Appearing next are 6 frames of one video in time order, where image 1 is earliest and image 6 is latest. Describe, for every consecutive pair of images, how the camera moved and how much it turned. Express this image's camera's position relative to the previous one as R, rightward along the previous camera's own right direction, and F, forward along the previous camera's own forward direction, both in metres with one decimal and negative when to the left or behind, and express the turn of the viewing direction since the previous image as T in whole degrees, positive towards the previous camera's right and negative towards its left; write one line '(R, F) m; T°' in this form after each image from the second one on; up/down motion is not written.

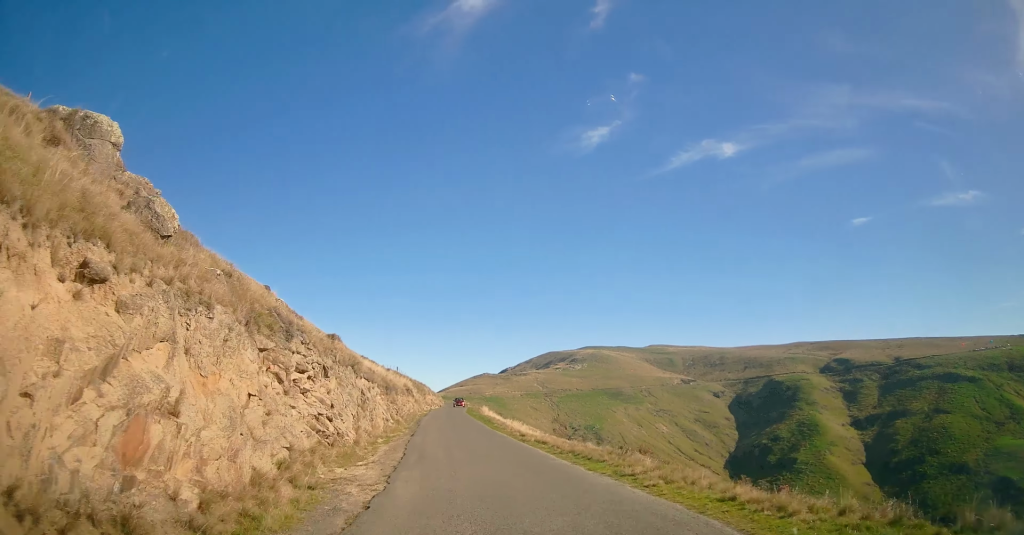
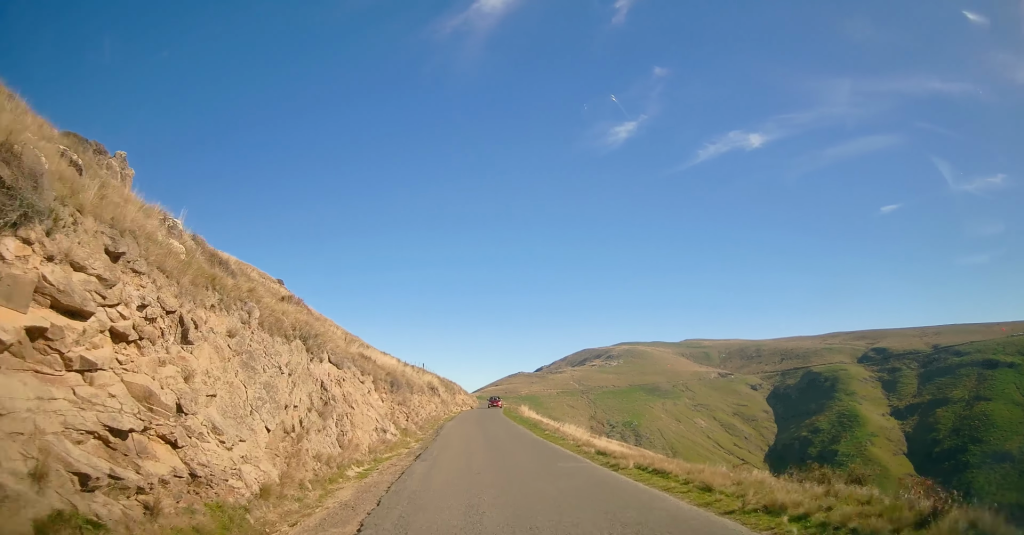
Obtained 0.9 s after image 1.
(-0.5, +10.1) m; -6°
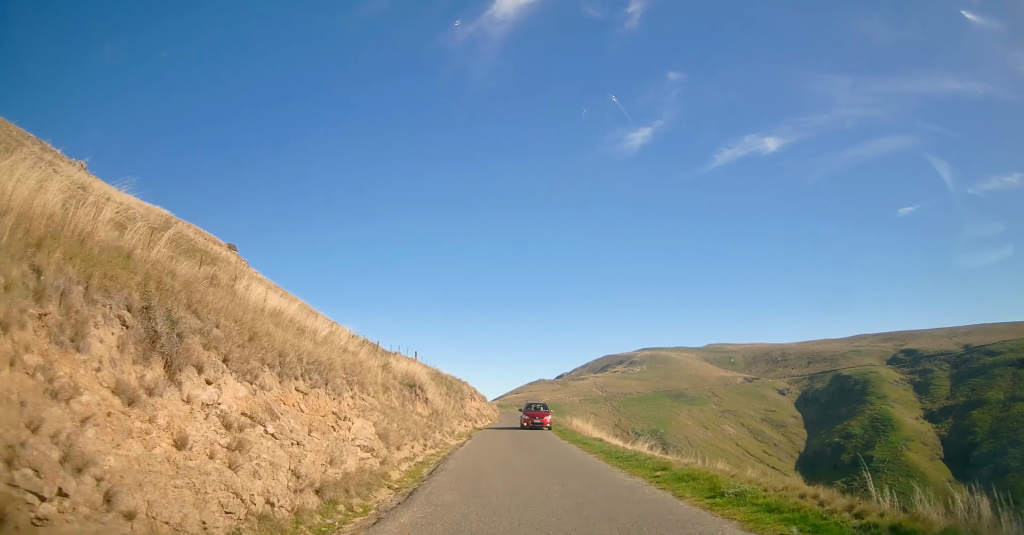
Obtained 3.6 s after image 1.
(-2.6, +25.9) m; -8°
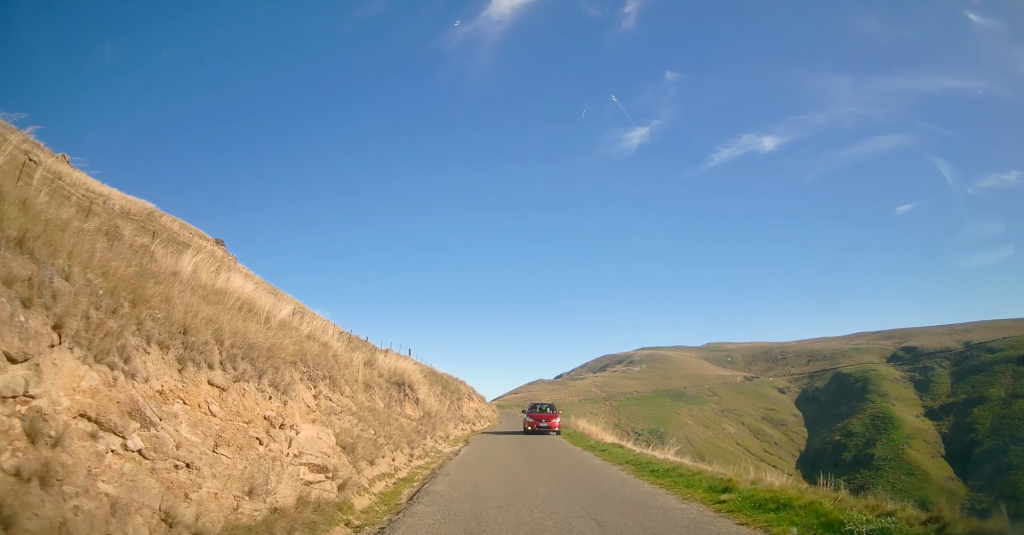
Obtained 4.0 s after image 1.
(0.0, +3.1) m; 0°
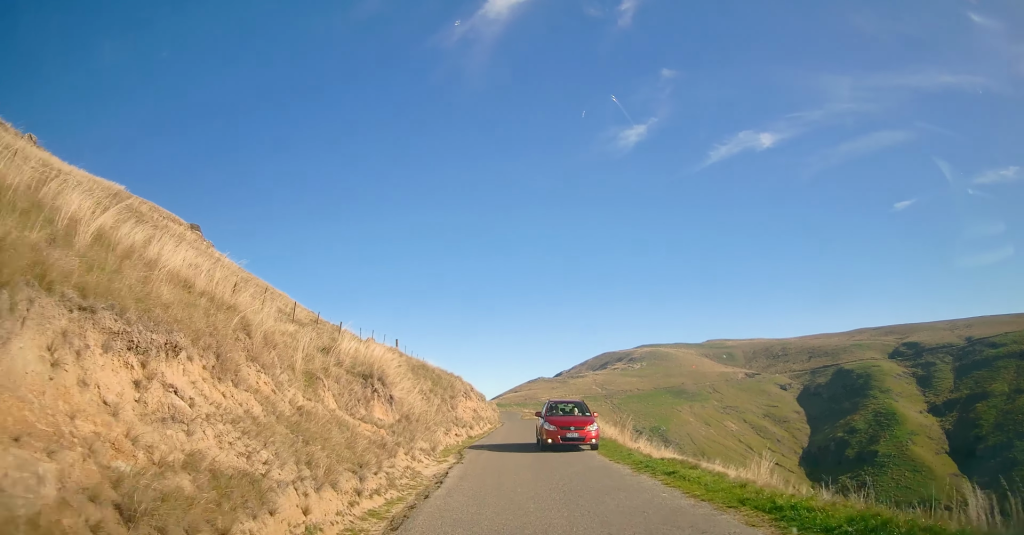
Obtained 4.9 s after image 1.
(-0.1, +6.3) m; -1°
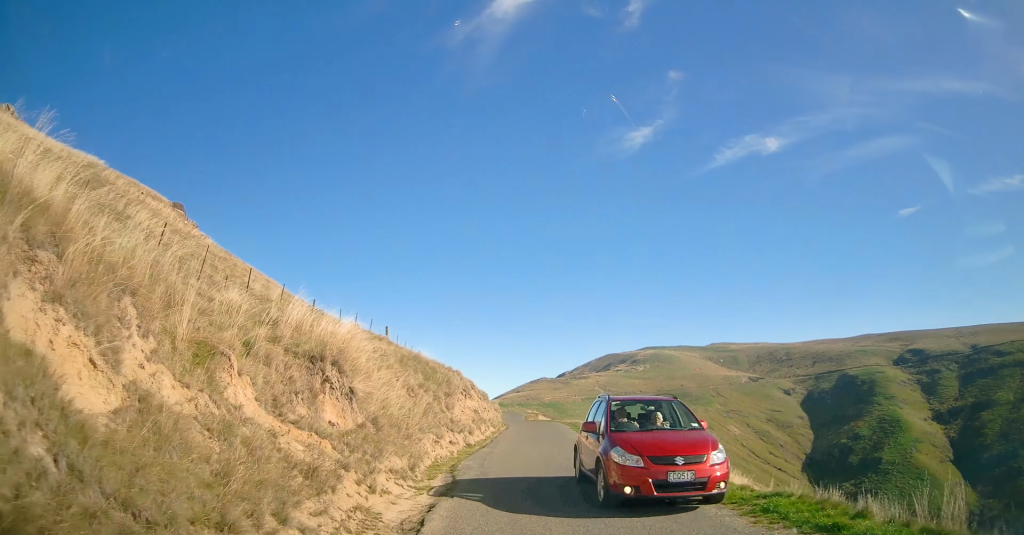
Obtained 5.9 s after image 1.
(-0.1, +5.4) m; +3°
